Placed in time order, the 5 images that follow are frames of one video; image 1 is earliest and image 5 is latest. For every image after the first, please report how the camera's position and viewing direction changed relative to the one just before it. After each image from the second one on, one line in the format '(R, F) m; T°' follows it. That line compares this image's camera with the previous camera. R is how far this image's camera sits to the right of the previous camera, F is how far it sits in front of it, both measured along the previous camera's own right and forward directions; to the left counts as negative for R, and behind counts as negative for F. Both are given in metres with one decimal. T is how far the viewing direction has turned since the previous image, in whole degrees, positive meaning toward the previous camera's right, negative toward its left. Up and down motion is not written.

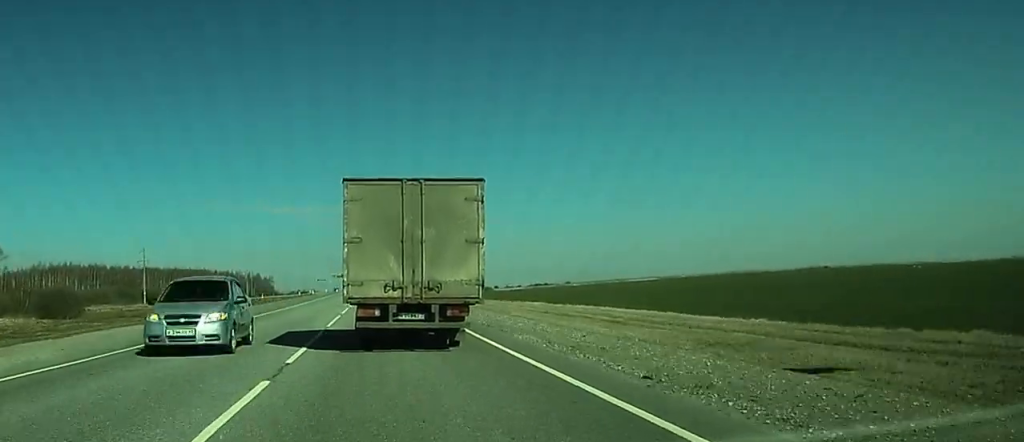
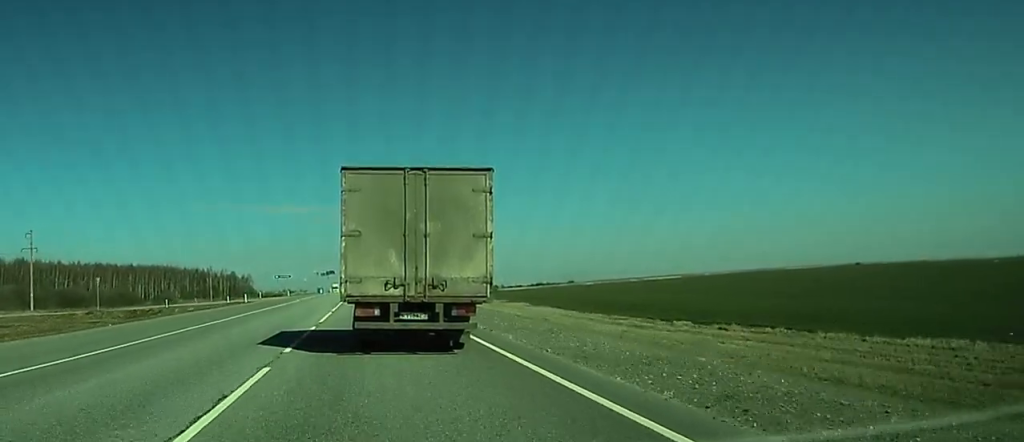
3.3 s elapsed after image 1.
(+0.5, +73.0) m; 0°
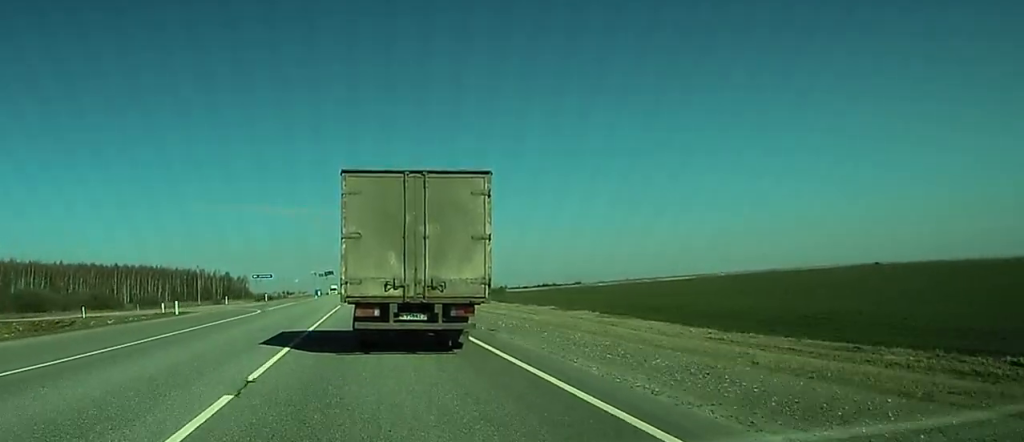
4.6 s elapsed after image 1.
(0.0, +28.7) m; 0°
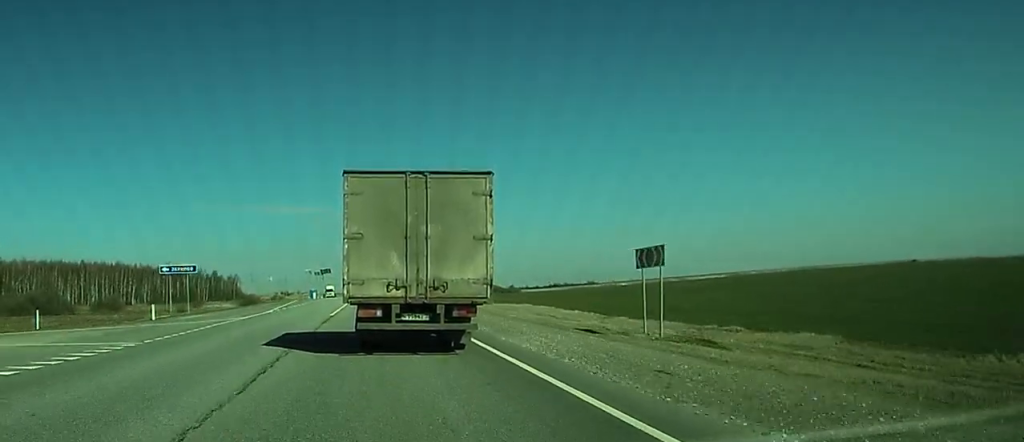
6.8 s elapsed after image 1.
(0.0, +49.2) m; -1°
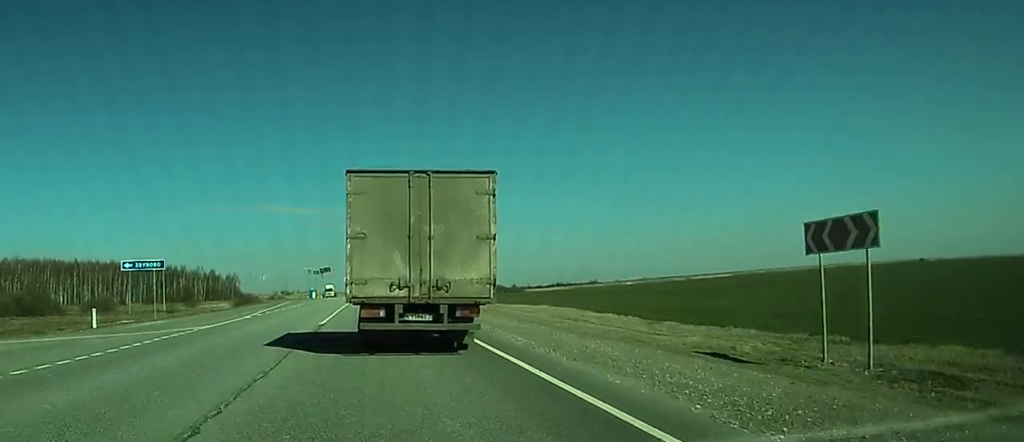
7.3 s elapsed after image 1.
(-0.1, +9.3) m; 0°
